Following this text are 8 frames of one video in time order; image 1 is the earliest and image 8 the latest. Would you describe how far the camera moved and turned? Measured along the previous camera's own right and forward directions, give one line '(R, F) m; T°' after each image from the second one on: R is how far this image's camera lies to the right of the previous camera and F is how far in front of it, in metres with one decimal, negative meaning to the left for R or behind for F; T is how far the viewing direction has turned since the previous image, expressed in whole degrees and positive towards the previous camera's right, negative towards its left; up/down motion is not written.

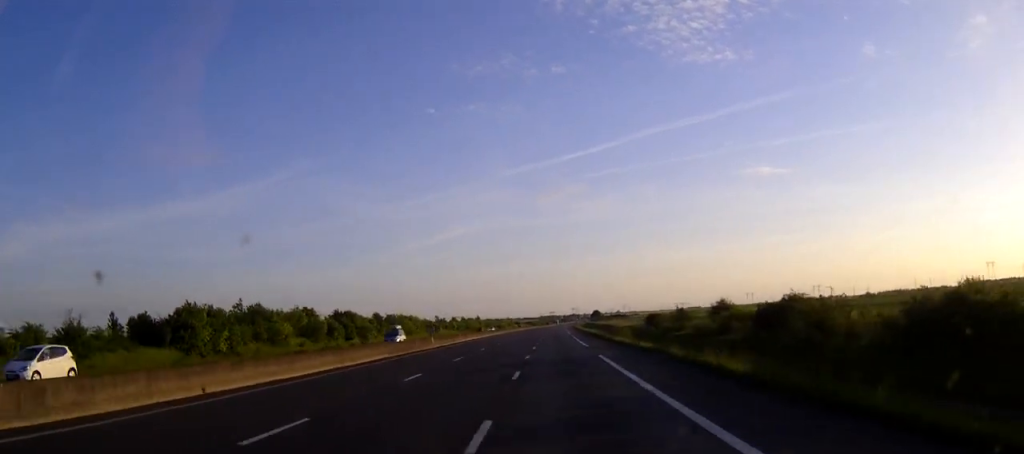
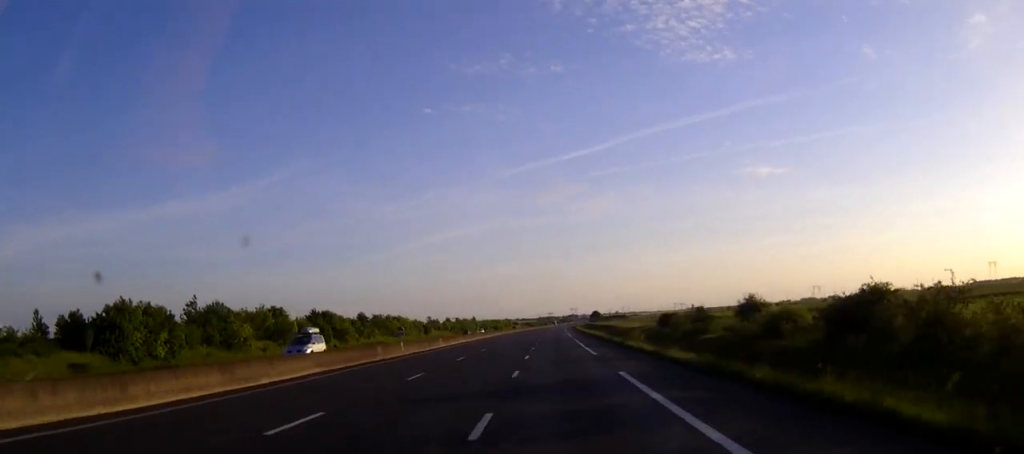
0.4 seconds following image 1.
(0.0, +11.8) m; 0°
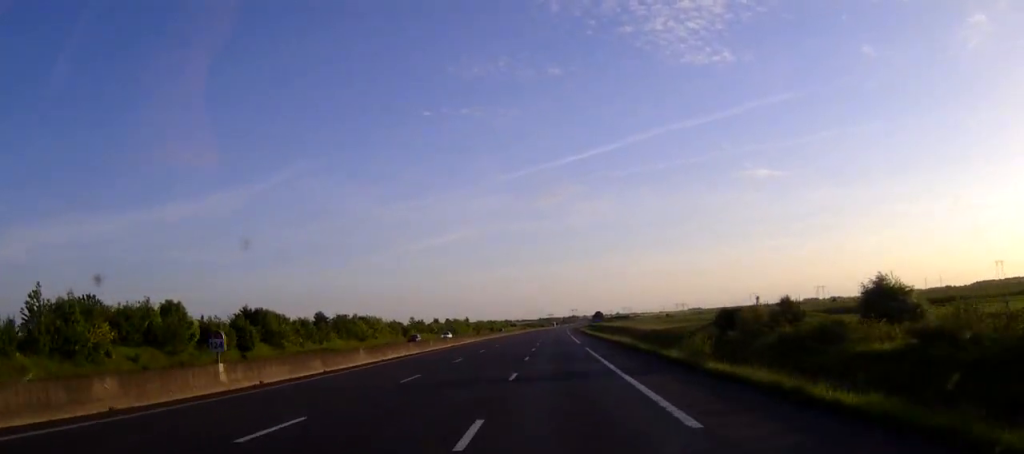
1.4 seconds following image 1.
(0.0, +27.3) m; 0°
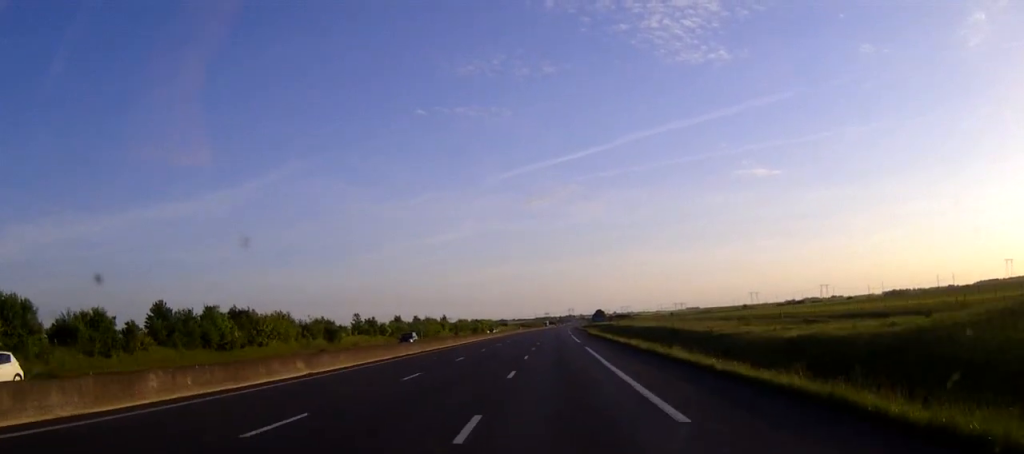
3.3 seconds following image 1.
(+0.1, +51.9) m; 0°
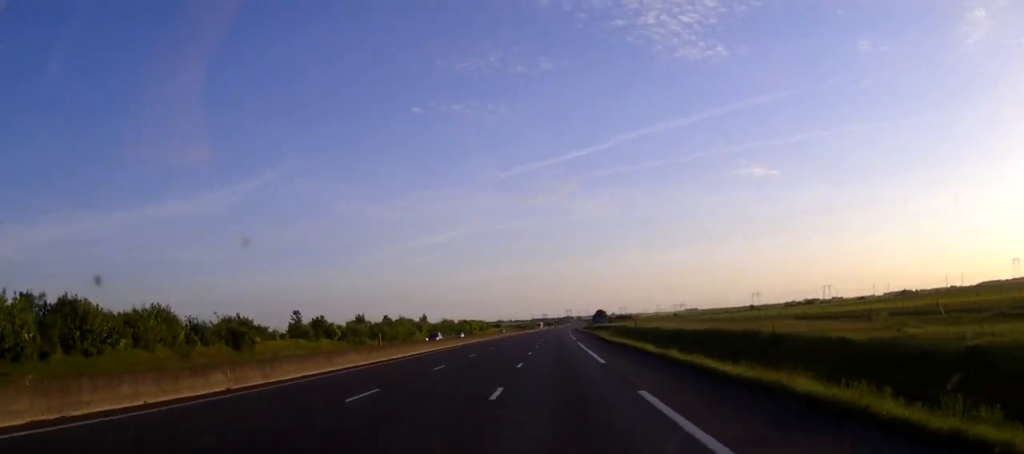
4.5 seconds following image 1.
(+0.1, +32.9) m; 0°
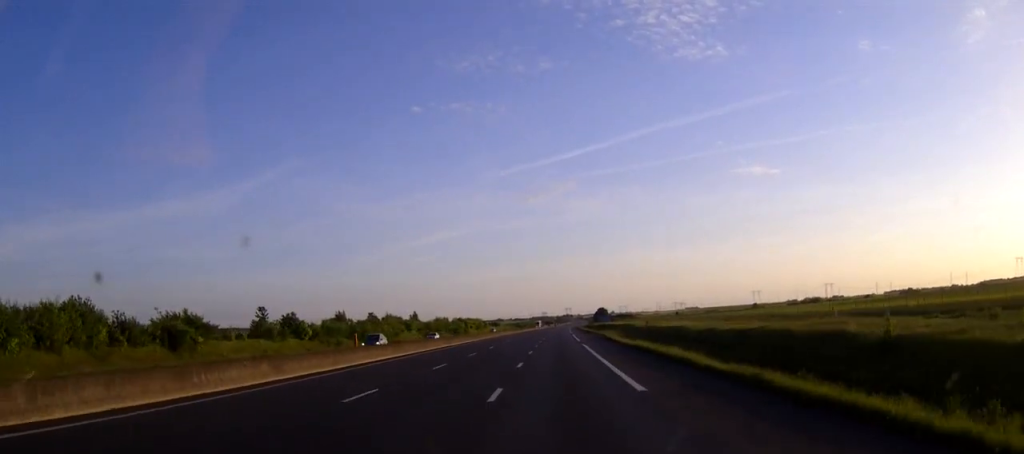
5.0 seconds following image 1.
(0.0, +13.7) m; 0°
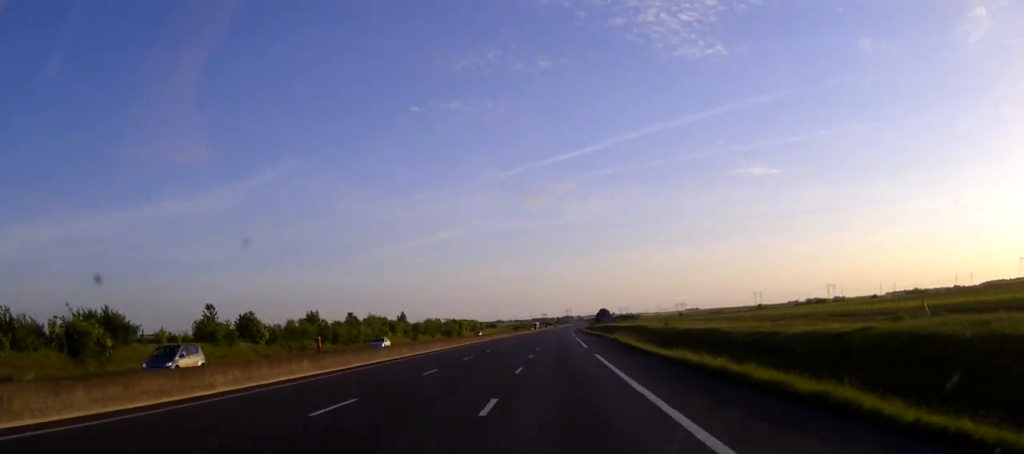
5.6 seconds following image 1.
(0.0, +15.5) m; 0°
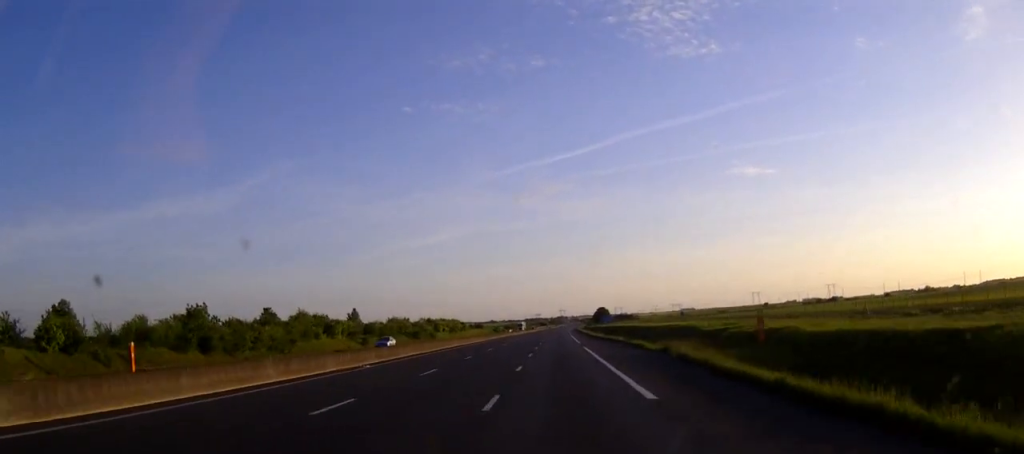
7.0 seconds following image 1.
(+0.2, +38.4) m; +1°
